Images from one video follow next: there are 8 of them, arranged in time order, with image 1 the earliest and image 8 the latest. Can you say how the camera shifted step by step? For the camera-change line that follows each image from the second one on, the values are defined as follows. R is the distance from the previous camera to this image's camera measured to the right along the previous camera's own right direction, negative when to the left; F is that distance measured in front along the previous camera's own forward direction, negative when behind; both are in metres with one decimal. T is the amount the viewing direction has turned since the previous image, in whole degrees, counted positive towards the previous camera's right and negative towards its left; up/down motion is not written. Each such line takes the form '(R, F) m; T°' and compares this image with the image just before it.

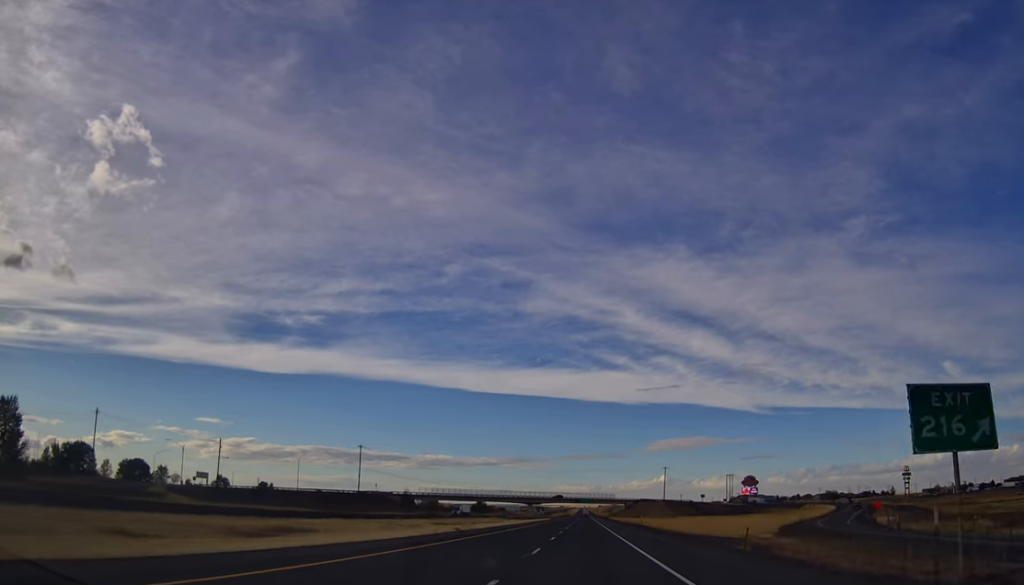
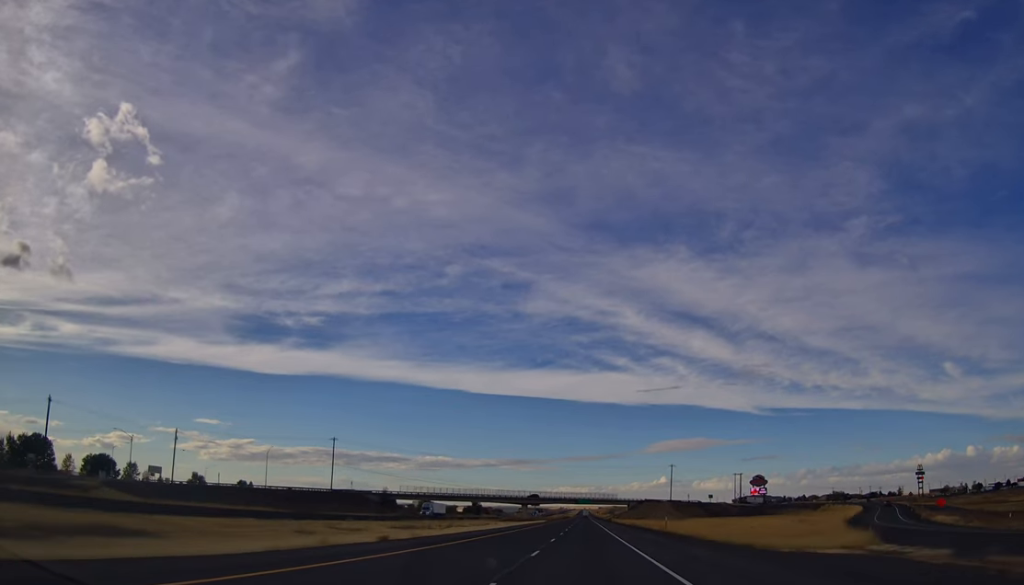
(-0.1, +23.8) m; +1°
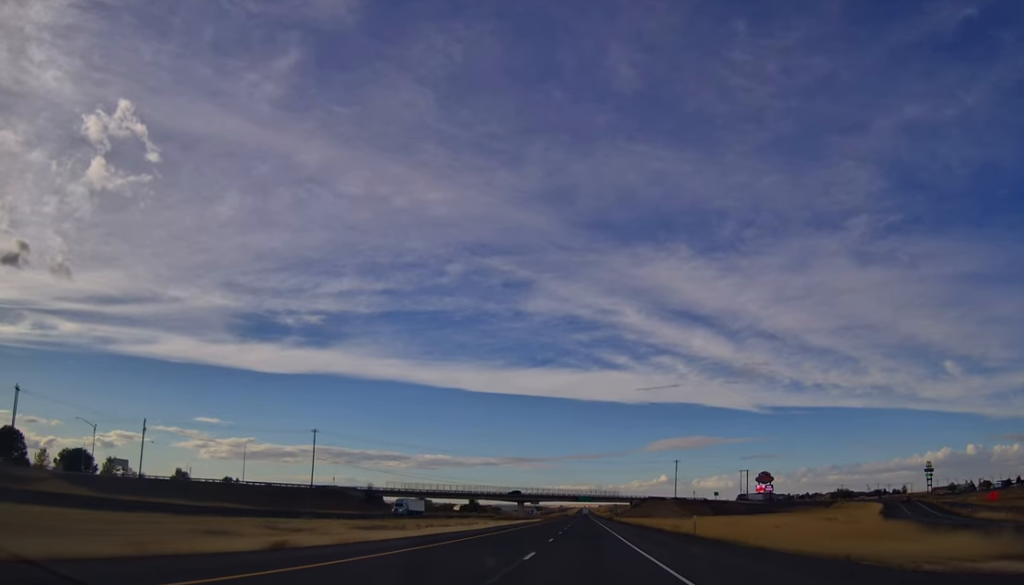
(-0.1, +14.8) m; 0°
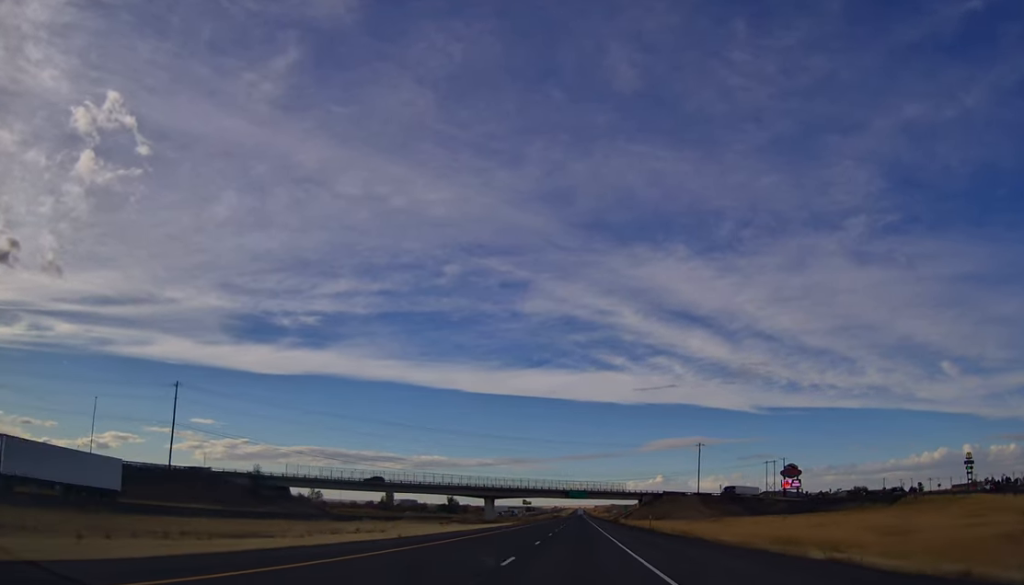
(+1.6, +65.1) m; 0°
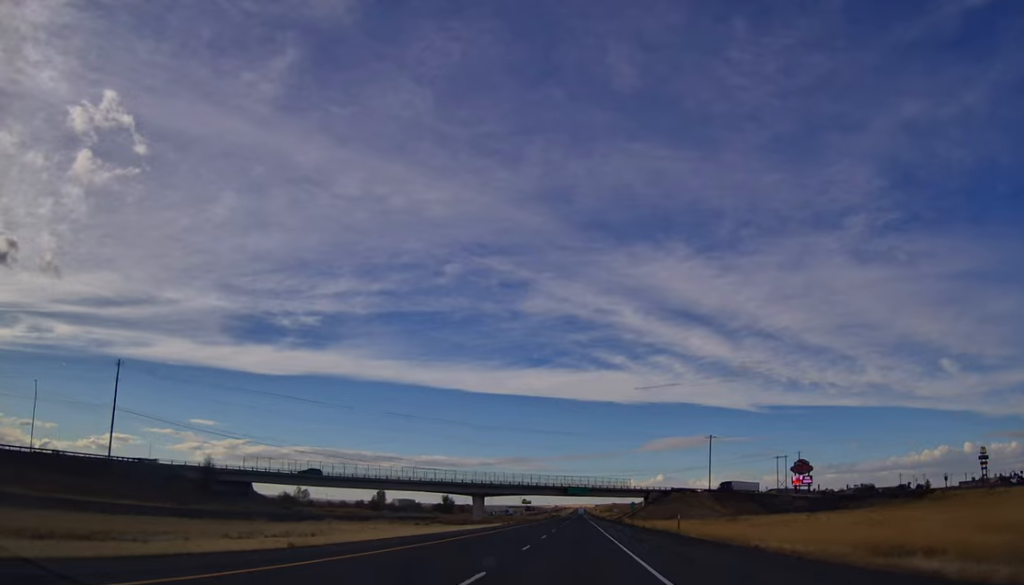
(-0.5, +17.6) m; 0°
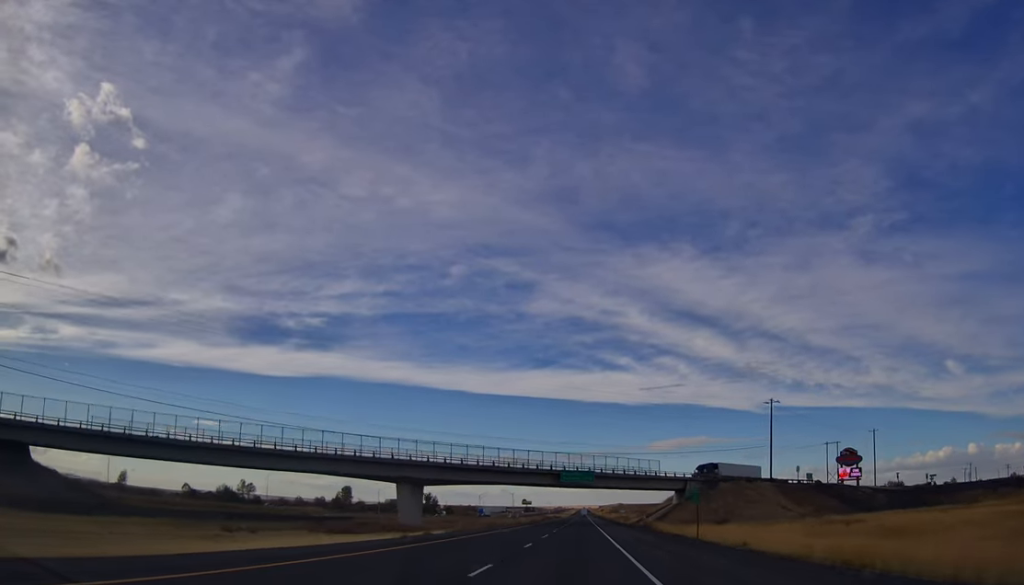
(+0.1, +59.5) m; 0°
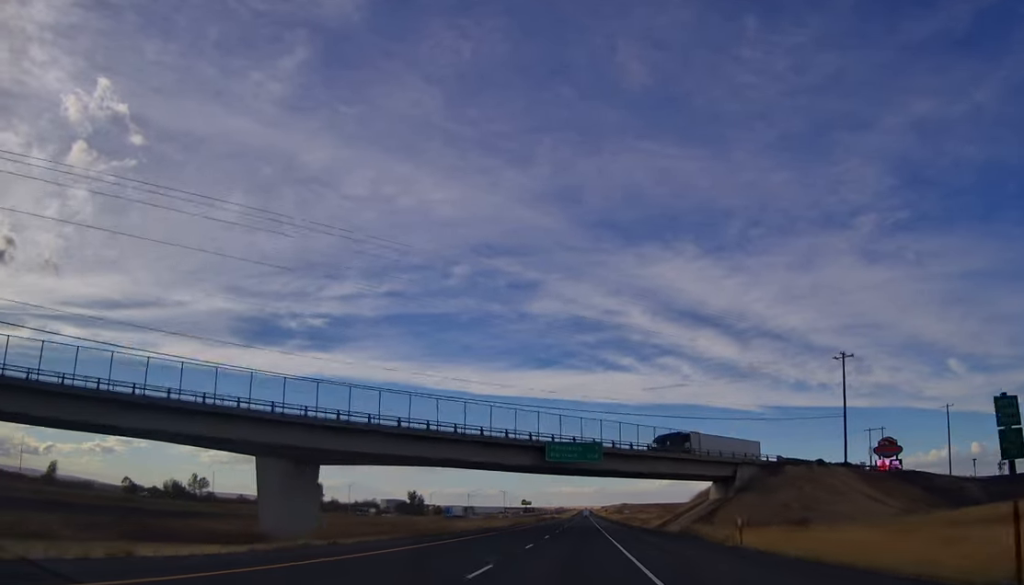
(-0.2, +37.5) m; 0°
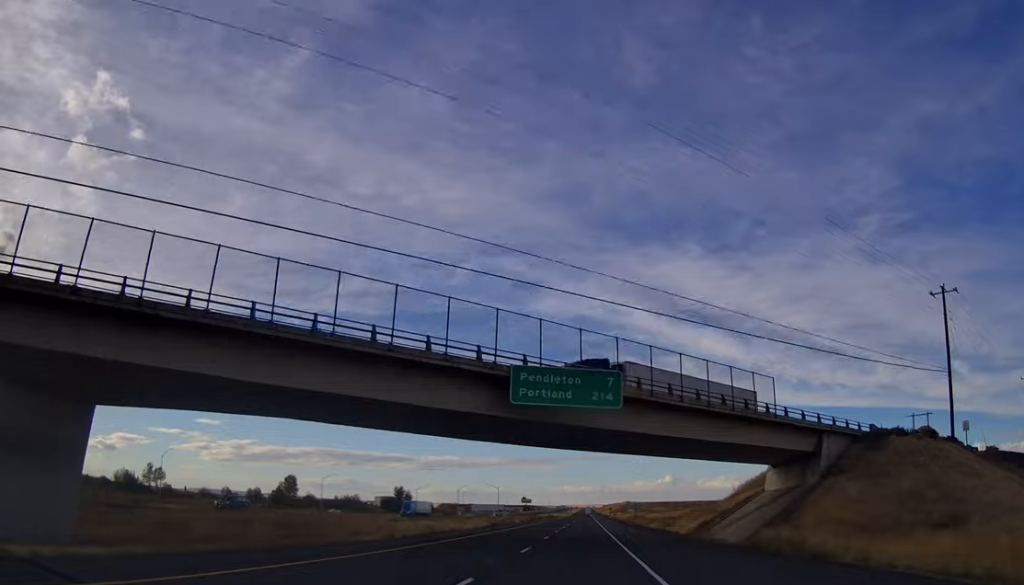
(0.0, +28.4) m; 0°
